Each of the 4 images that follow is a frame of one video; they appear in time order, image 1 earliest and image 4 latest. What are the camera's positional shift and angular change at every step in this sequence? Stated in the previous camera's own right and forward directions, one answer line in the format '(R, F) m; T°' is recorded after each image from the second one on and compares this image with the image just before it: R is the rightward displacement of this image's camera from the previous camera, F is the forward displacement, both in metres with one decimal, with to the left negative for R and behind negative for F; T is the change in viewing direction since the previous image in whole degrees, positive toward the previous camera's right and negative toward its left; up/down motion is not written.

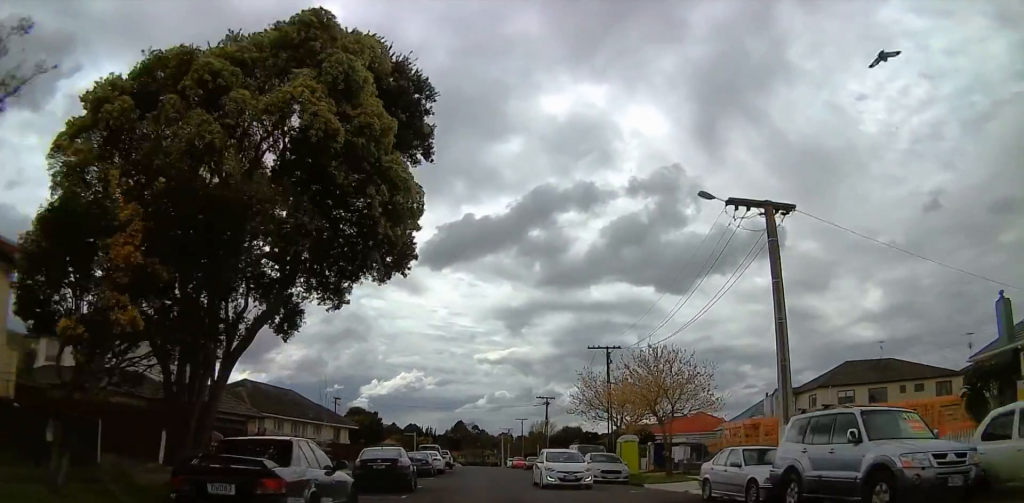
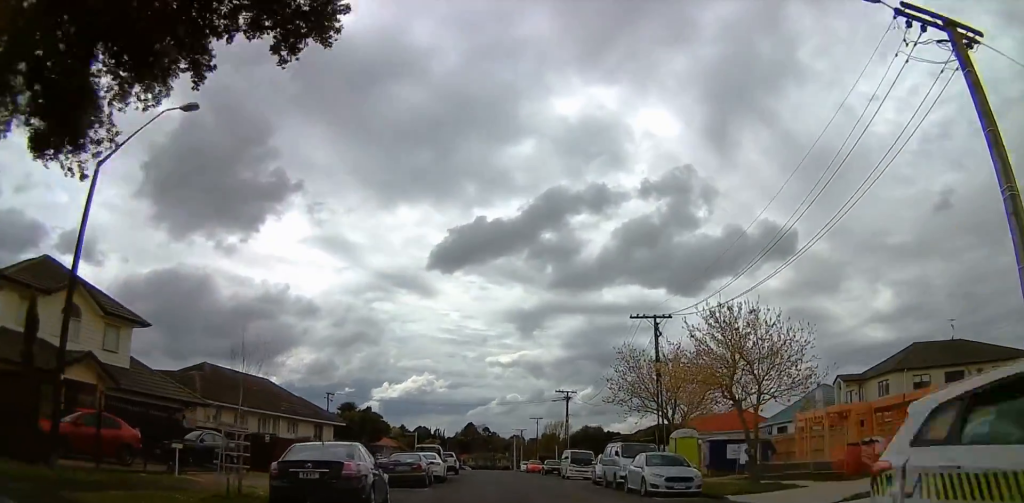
(-0.4, +9.0) m; -4°
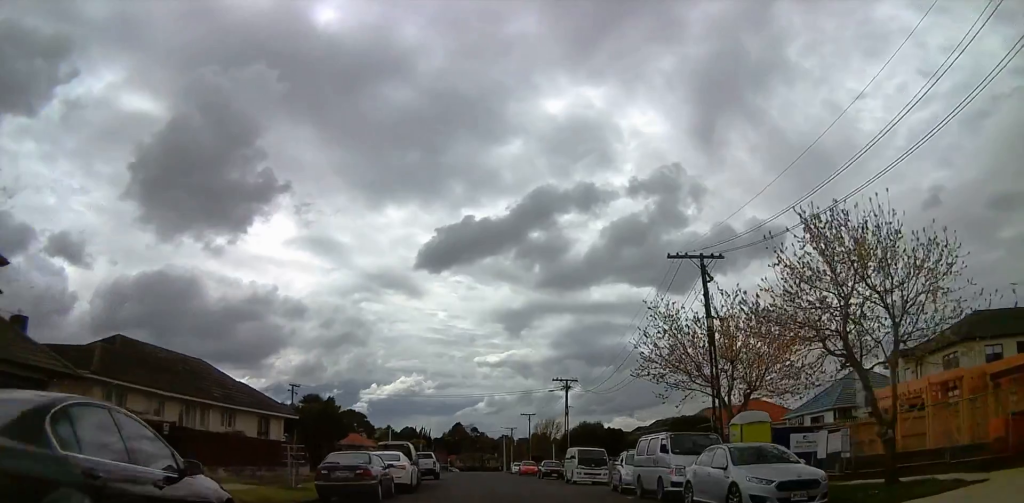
(-0.1, +8.7) m; 0°
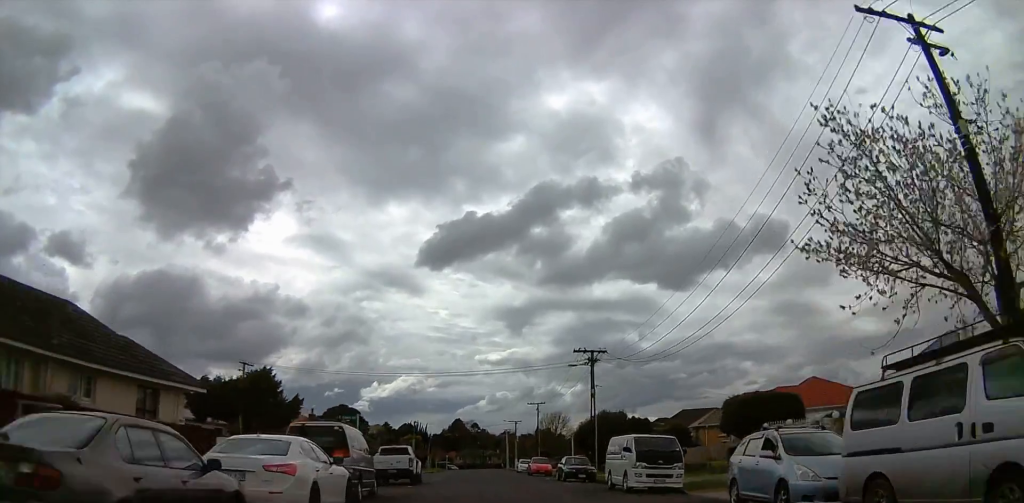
(+0.5, +12.3) m; +5°
